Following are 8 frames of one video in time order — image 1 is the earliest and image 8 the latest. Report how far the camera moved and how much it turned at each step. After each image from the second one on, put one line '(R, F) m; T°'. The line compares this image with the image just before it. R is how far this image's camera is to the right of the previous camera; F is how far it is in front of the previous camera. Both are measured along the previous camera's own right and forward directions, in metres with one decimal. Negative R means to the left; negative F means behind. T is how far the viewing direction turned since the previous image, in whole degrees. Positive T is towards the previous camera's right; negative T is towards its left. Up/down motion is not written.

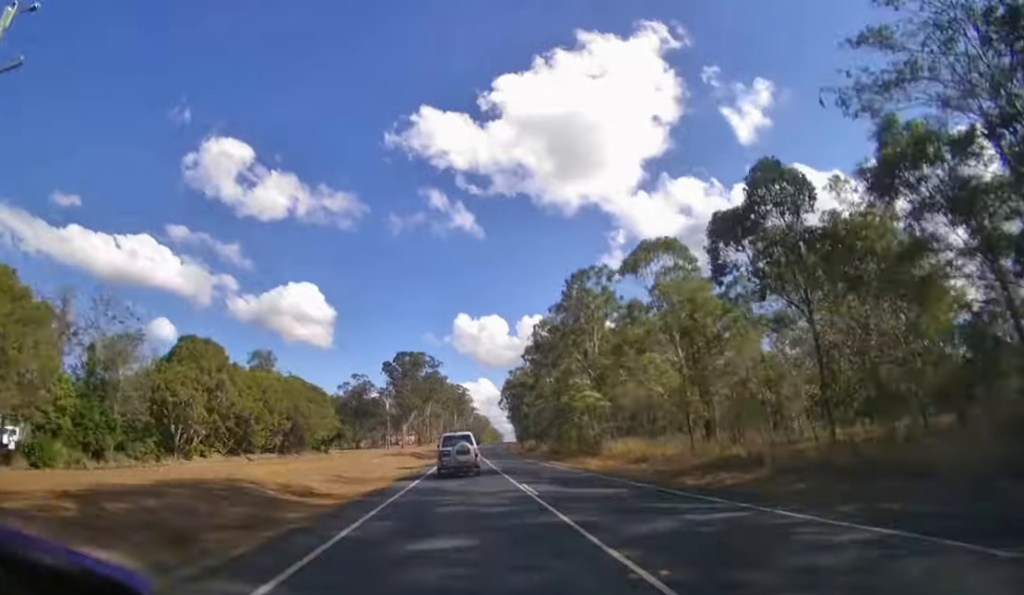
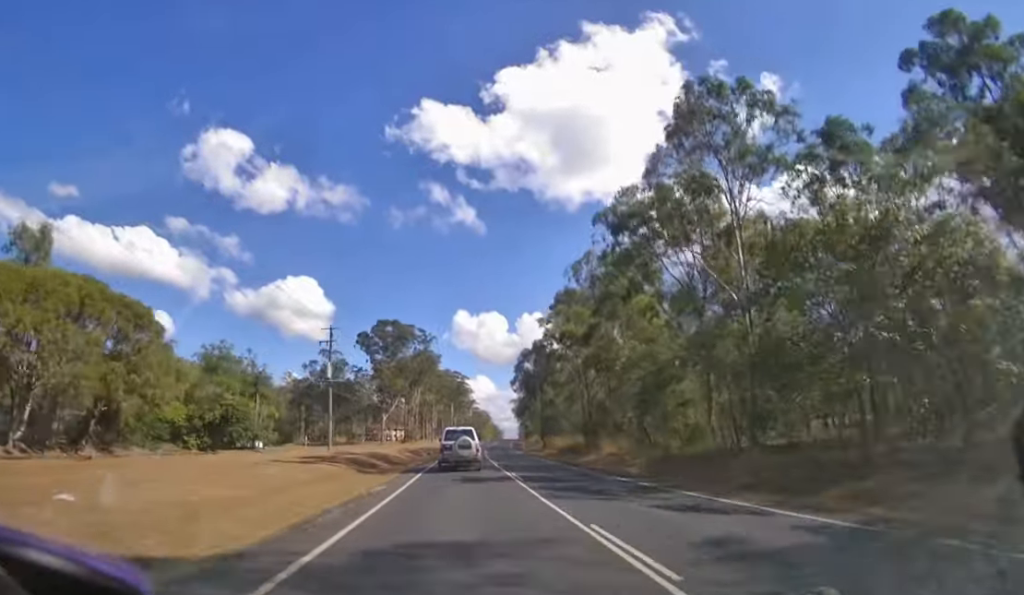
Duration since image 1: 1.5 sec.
(0.0, +37.0) m; 0°
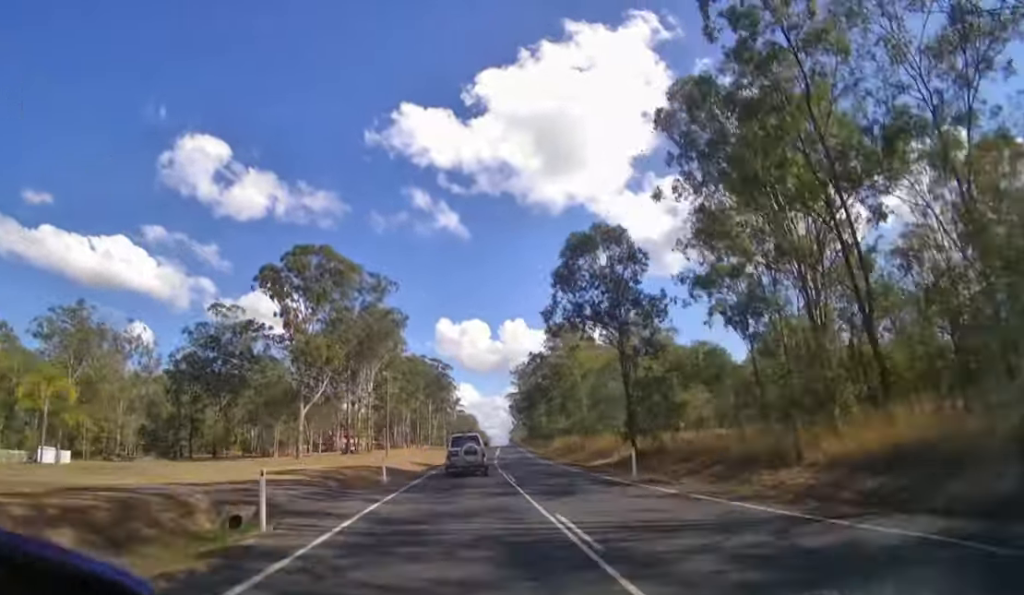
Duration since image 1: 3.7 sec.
(+0.7, +48.5) m; +2°
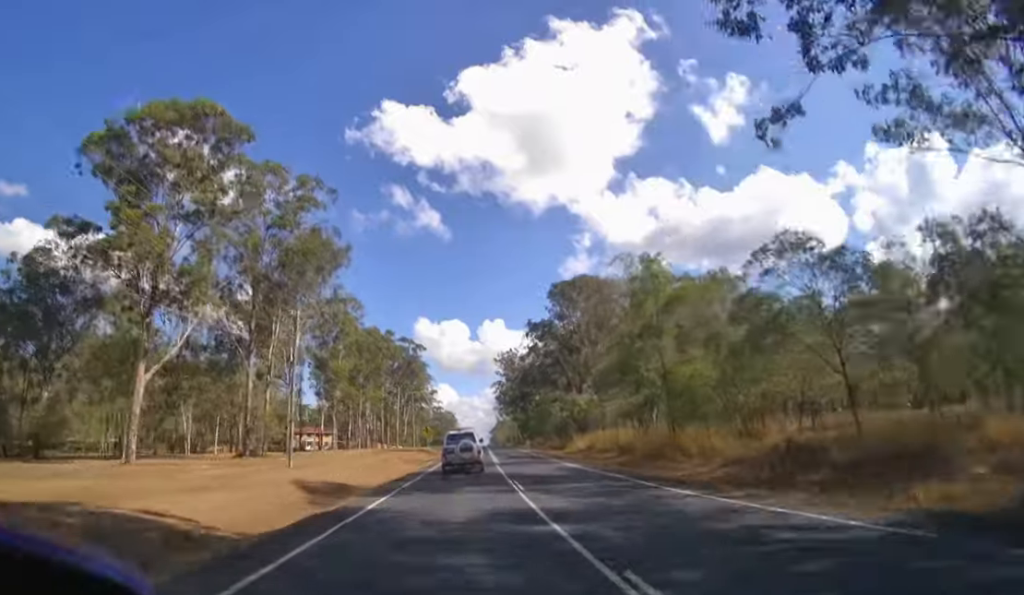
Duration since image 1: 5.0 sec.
(+0.4, +25.3) m; +2°
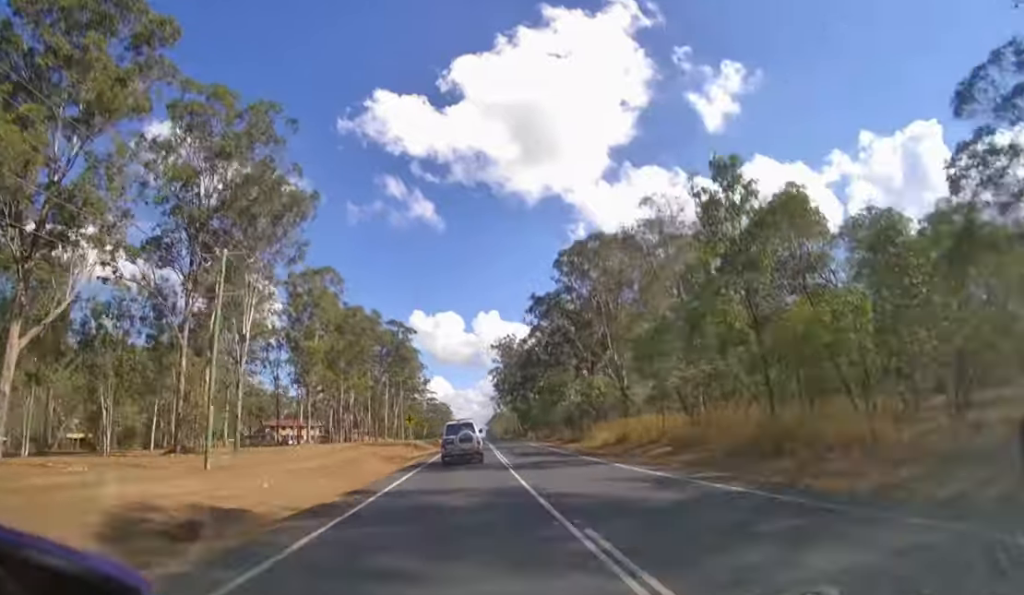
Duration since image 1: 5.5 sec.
(0.0, +8.5) m; +1°
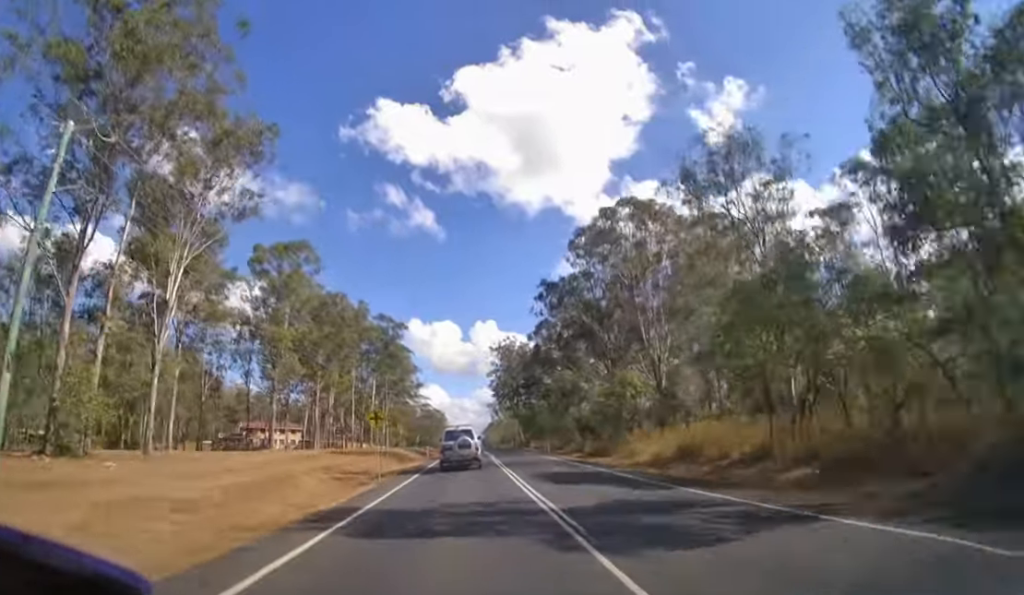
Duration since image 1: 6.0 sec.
(+0.1, +9.7) m; +1°
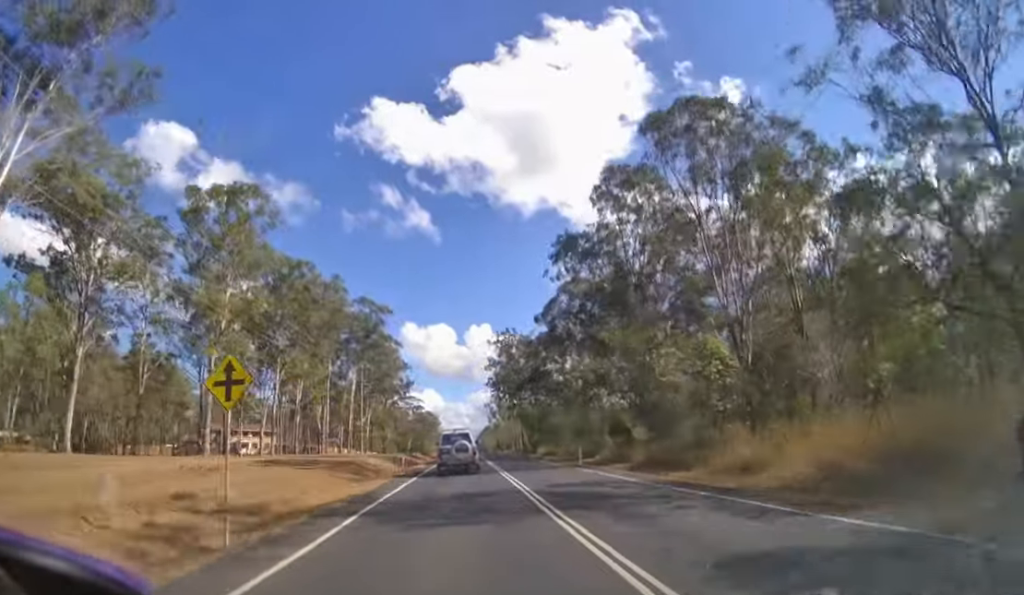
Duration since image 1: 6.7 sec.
(0.0, +11.5) m; +1°
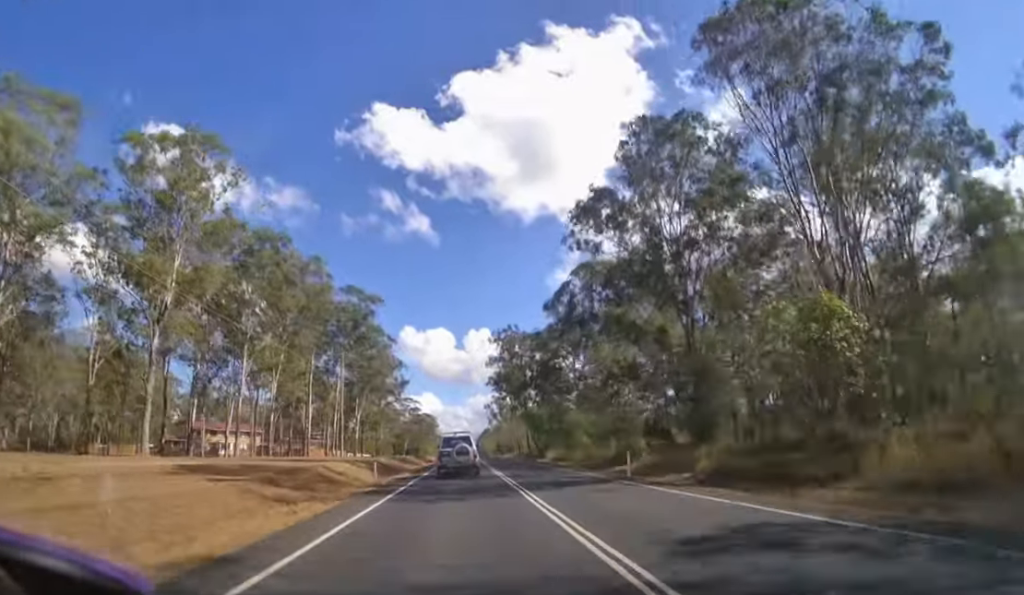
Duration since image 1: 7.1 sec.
(0.0, +7.9) m; 0°
